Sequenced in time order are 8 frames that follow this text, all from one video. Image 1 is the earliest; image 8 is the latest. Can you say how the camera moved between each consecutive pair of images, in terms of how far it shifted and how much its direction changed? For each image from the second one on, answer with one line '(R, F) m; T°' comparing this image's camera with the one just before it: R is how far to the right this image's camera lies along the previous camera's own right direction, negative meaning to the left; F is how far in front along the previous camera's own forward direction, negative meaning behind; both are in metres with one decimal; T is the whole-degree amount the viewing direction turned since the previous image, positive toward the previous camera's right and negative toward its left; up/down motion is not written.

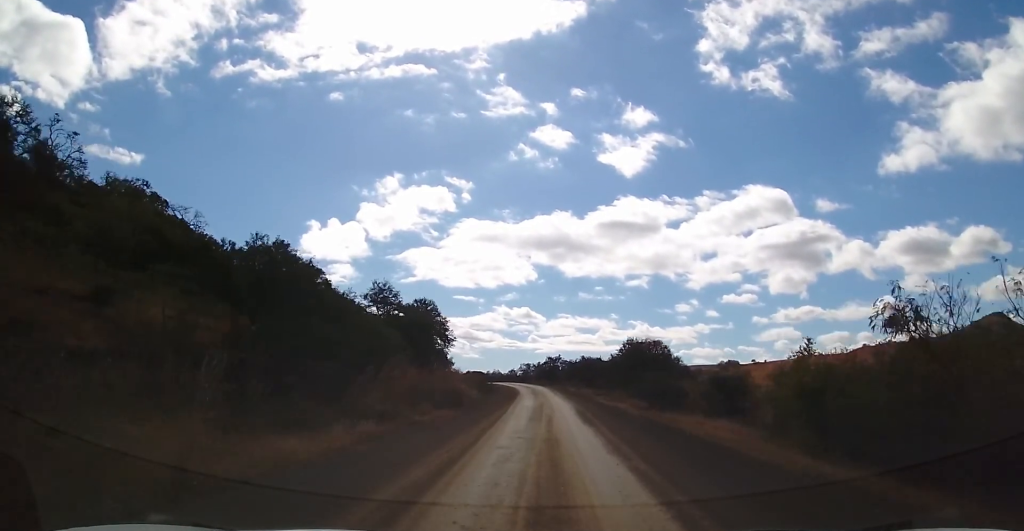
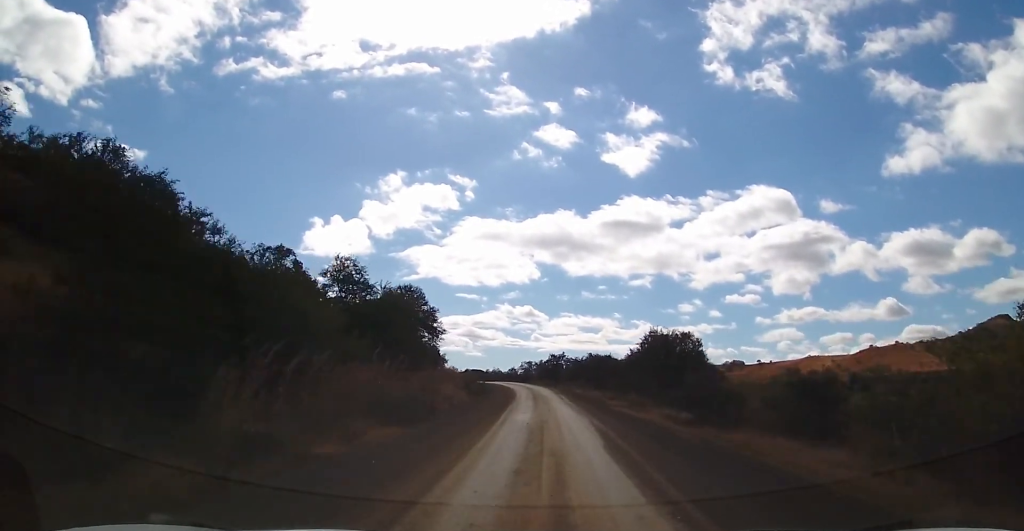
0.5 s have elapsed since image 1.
(+0.3, +9.1) m; 0°
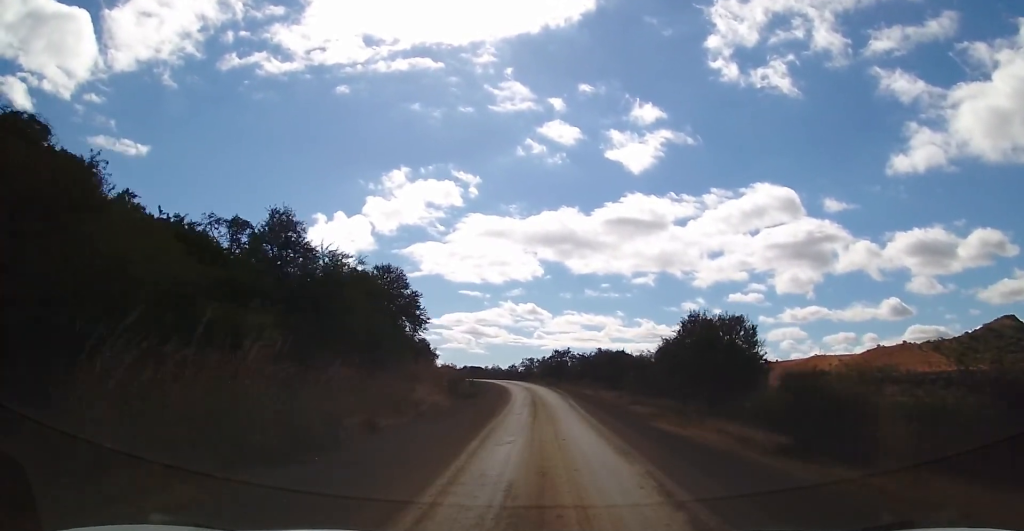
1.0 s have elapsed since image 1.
(0.0, +9.7) m; 0°
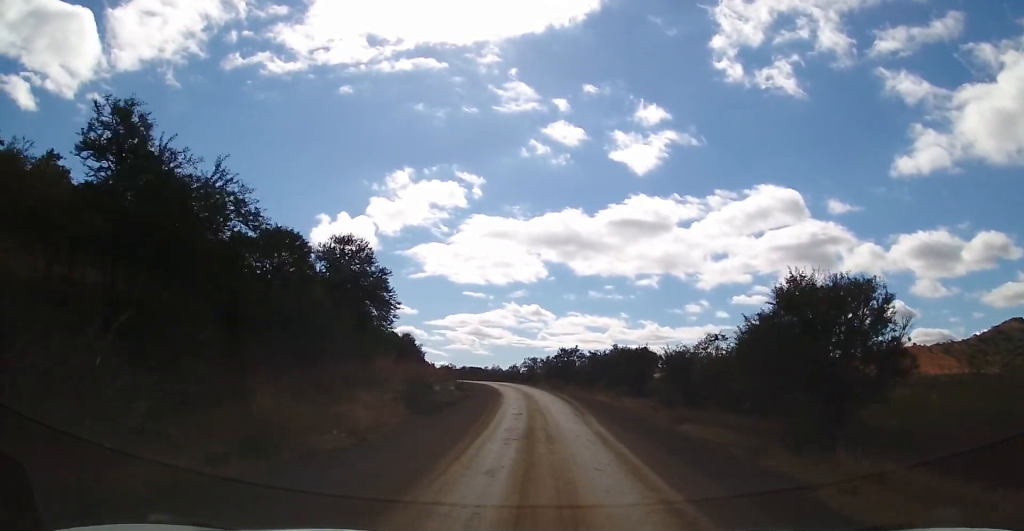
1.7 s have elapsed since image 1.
(-0.2, +11.5) m; -1°
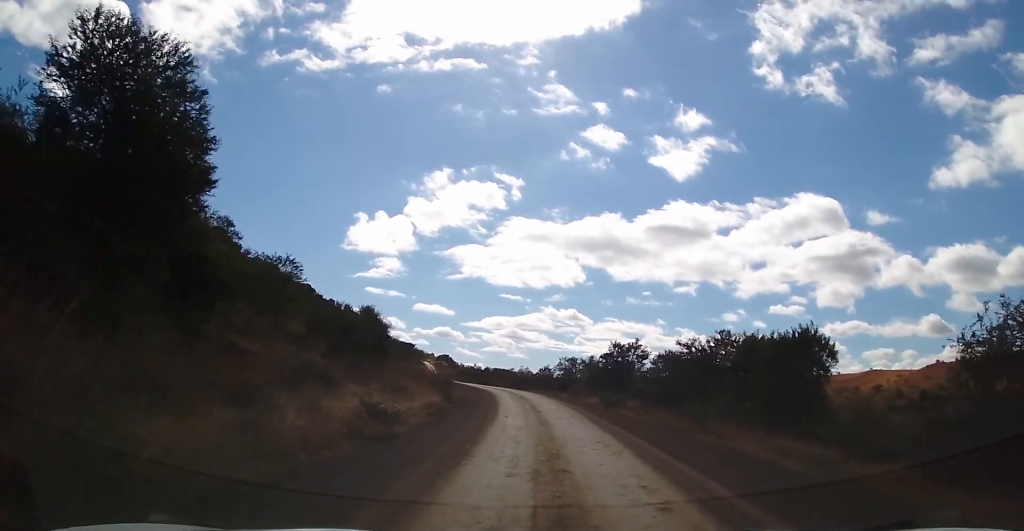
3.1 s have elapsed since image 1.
(-0.4, +26.4) m; -2°
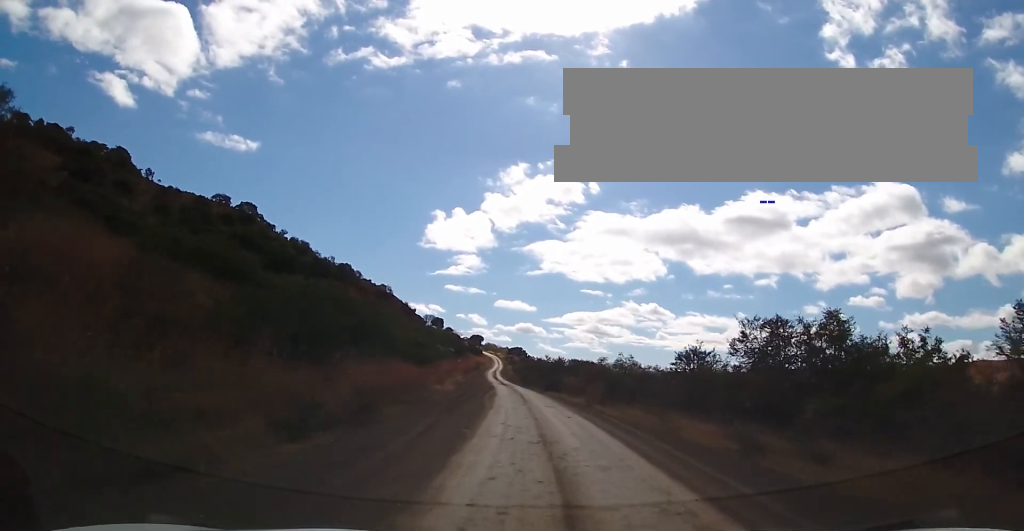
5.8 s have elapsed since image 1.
(-4.0, +50.1) m; -10°
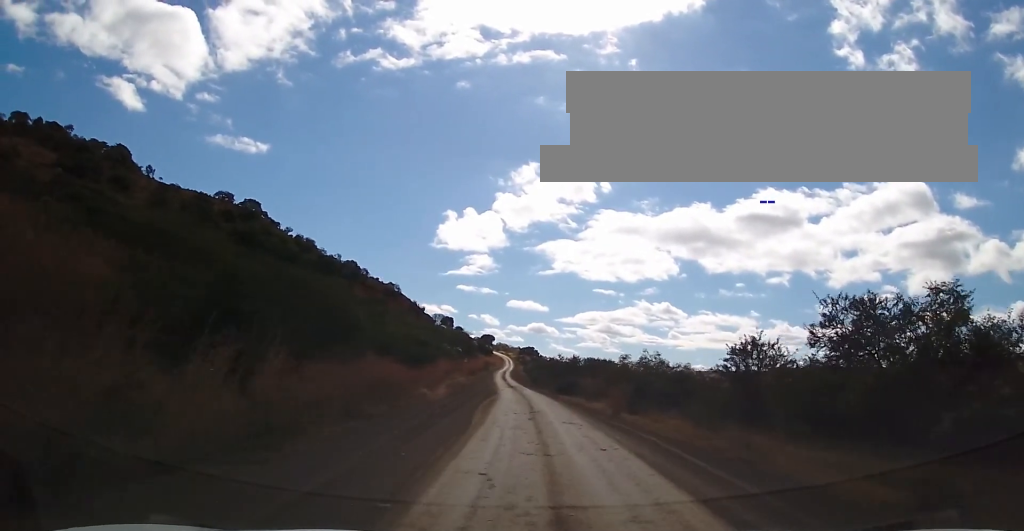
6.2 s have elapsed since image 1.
(+0.1, +7.8) m; -1°
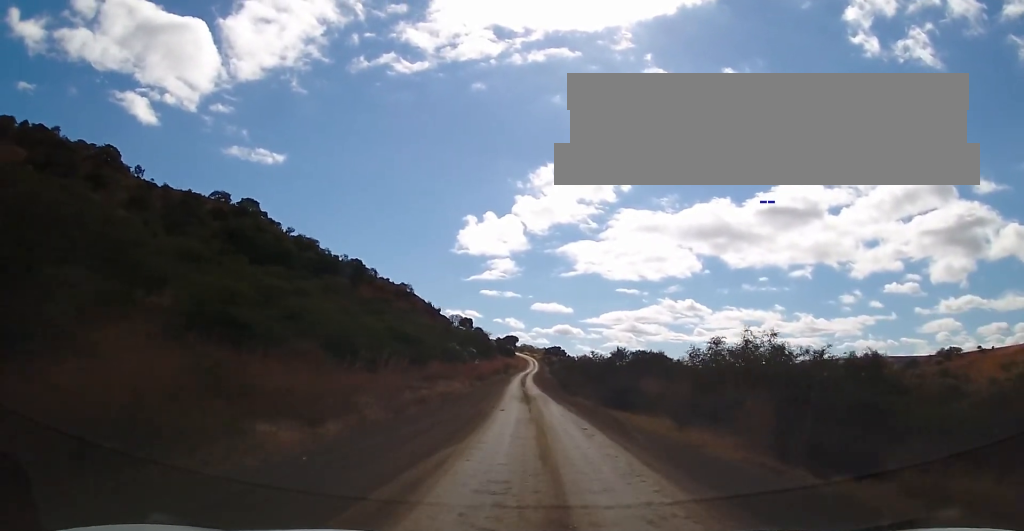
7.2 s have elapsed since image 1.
(-0.5, +20.9) m; -2°
